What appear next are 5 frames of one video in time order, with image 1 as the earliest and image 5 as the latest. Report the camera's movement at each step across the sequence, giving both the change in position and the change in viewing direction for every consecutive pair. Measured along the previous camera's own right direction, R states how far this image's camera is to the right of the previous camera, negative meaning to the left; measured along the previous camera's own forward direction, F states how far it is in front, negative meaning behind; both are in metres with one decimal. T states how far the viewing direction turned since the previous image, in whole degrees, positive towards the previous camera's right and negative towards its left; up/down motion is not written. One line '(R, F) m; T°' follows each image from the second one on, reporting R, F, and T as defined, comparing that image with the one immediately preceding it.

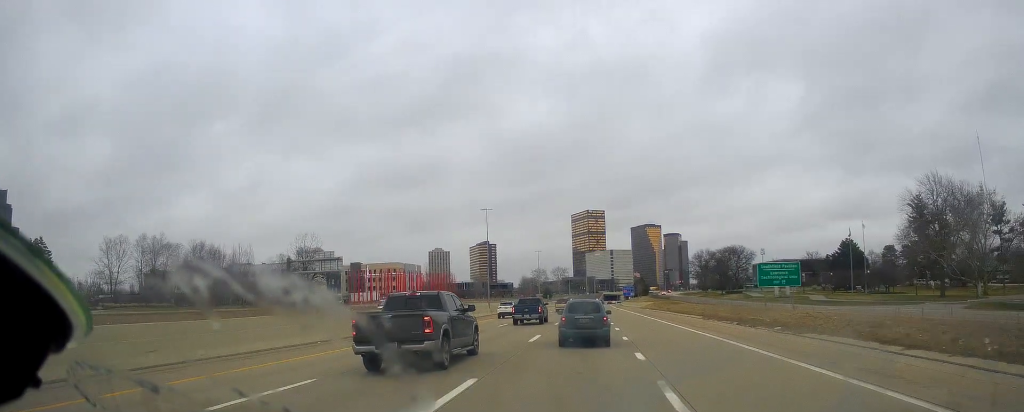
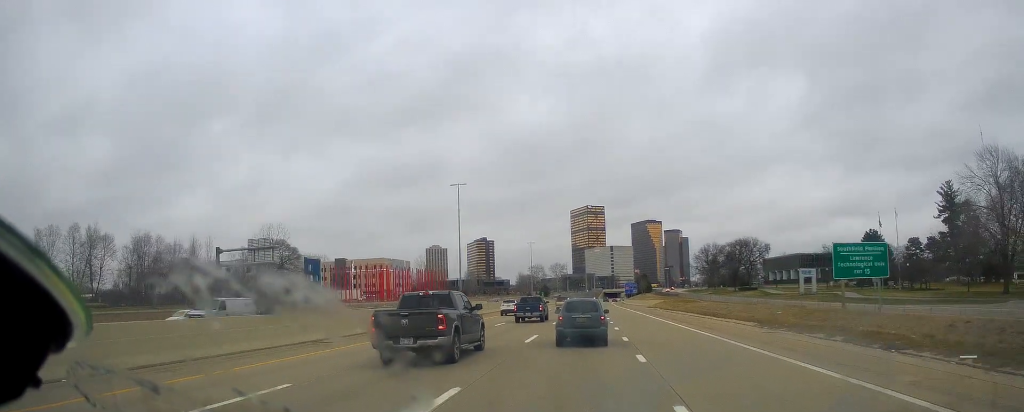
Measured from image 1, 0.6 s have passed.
(-0.3, +16.1) m; 0°
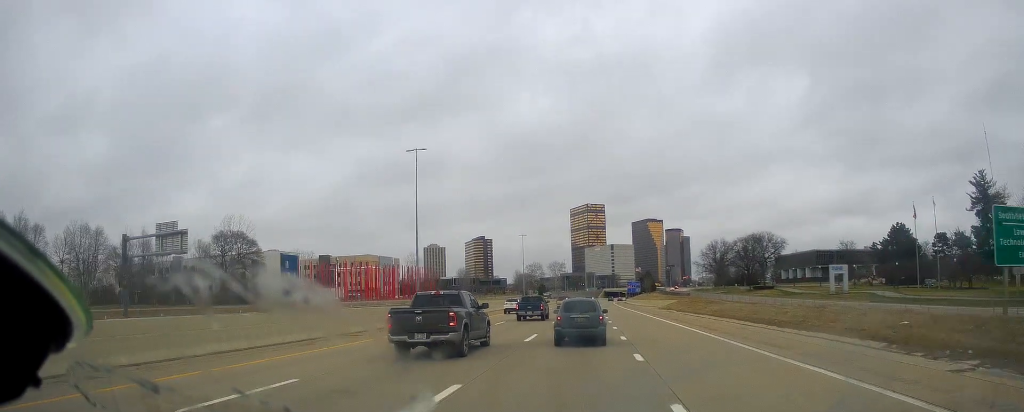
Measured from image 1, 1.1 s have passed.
(+0.2, +15.1) m; 0°
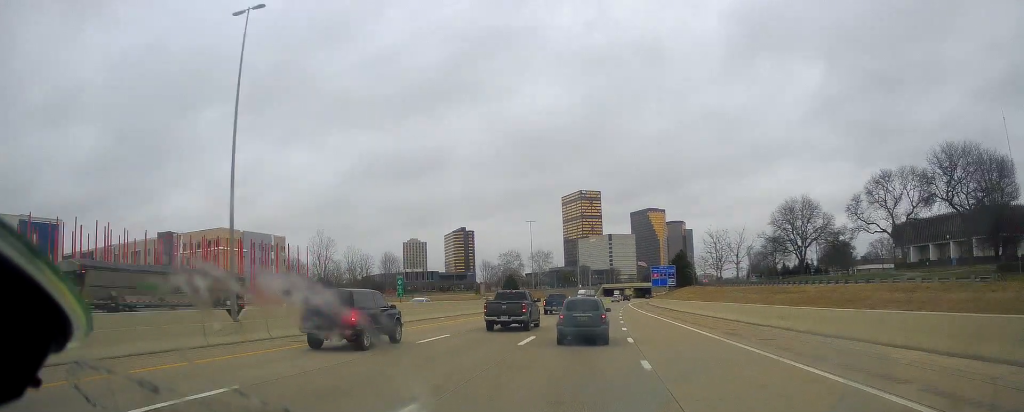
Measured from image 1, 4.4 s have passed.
(0.0, +93.3) m; 0°
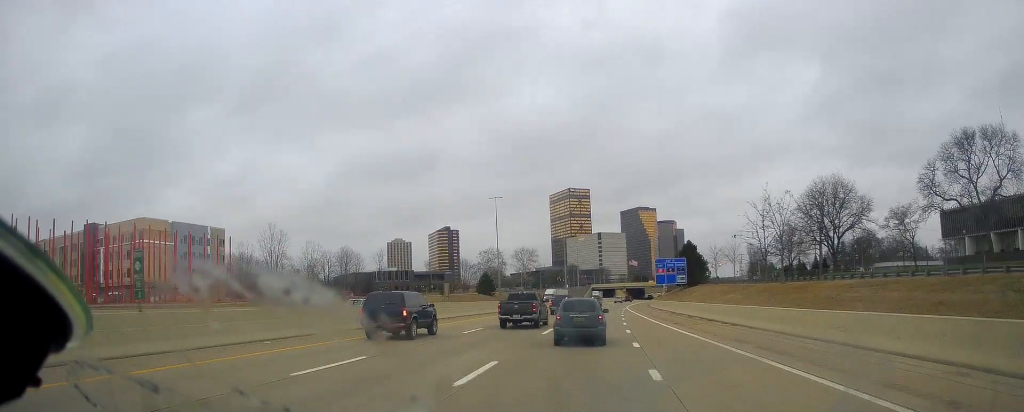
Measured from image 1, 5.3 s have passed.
(0.0, +24.5) m; +2°
